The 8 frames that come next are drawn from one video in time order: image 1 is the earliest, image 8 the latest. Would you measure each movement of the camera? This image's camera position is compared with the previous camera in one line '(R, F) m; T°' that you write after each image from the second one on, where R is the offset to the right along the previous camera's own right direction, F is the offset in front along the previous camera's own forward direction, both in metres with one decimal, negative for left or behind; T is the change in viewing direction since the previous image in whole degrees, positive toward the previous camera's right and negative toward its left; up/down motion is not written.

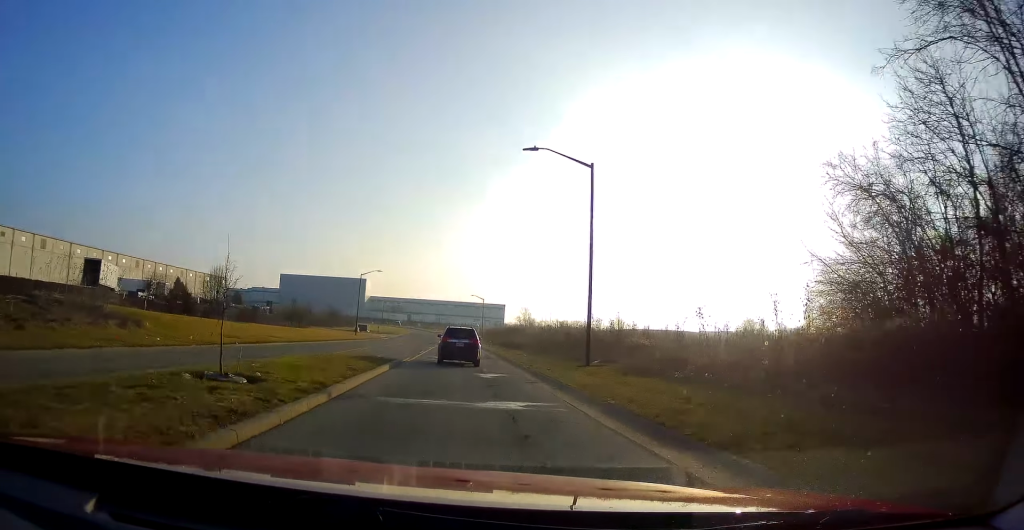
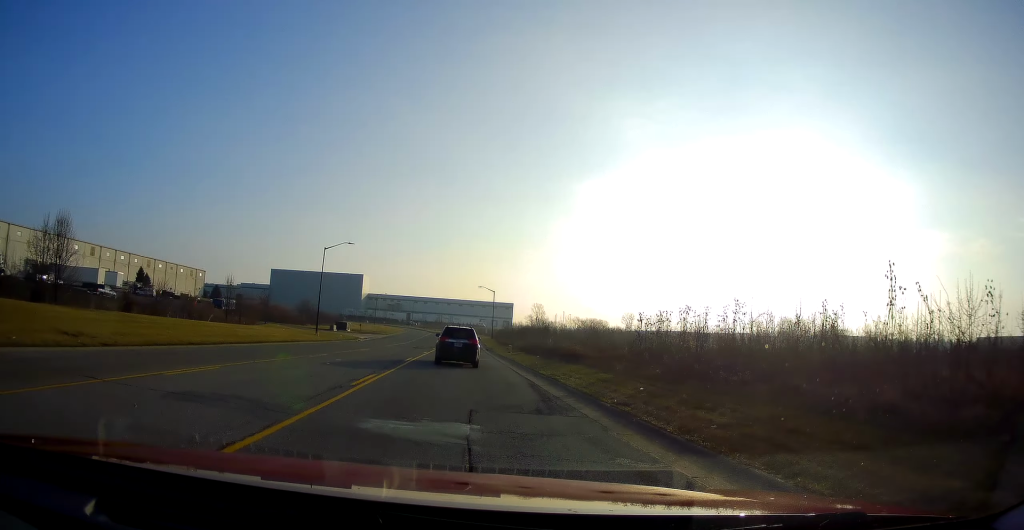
(-0.5, +24.5) m; 0°
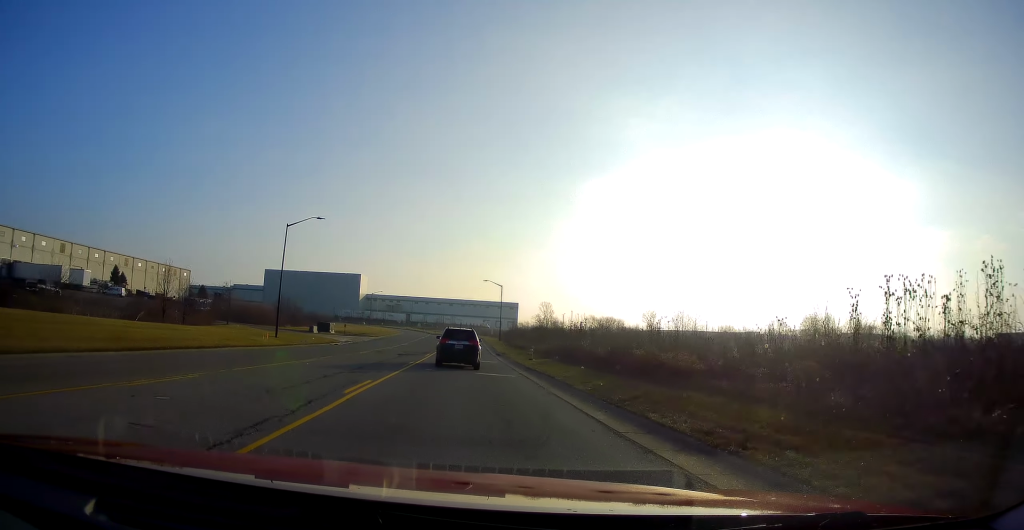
(+0.3, +13.4) m; 0°
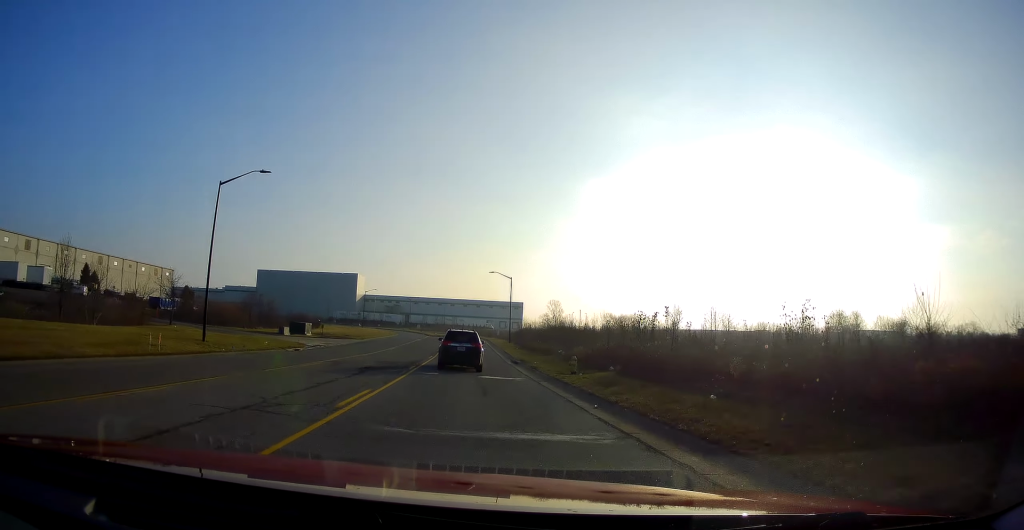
(-0.2, +13.4) m; -1°
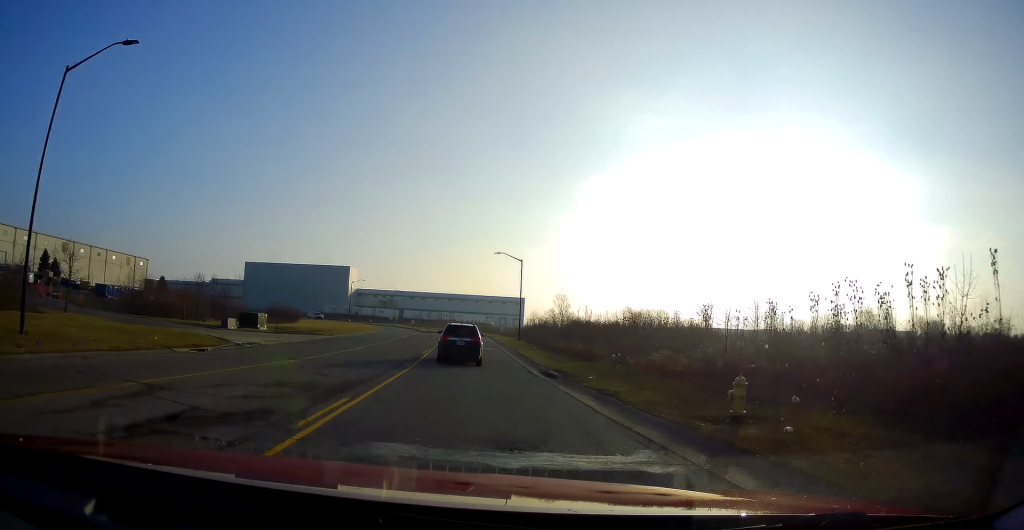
(0.0, +14.8) m; +1°
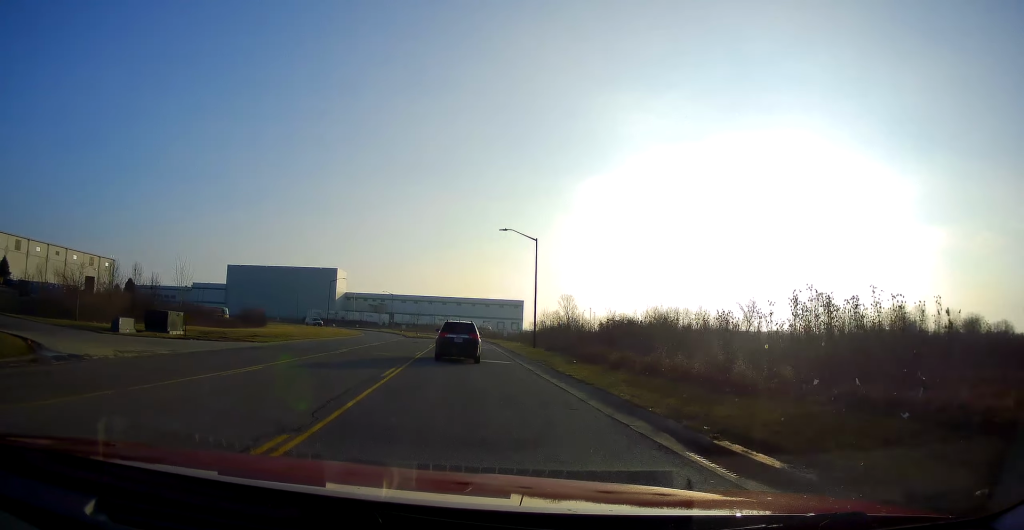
(+0.3, +15.7) m; +1°
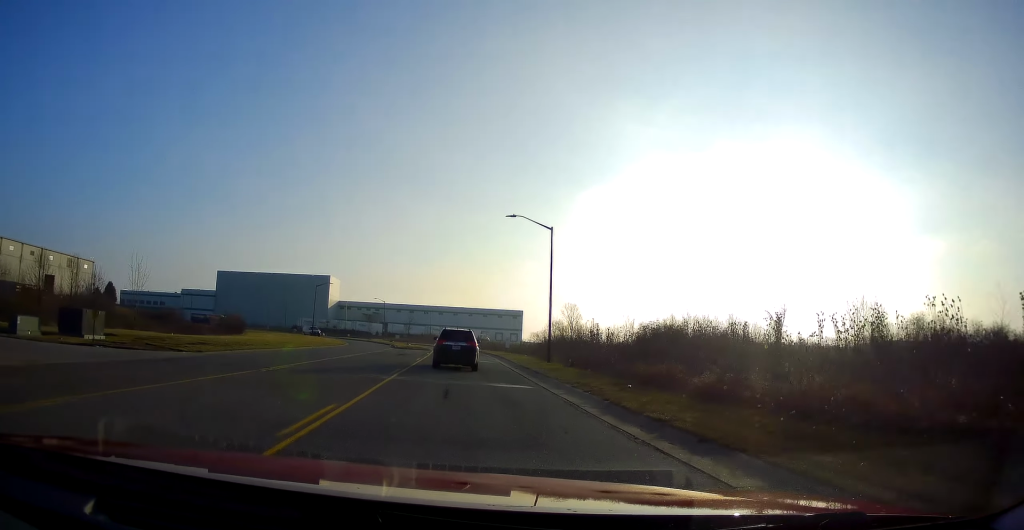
(0.0, +9.0) m; -1°
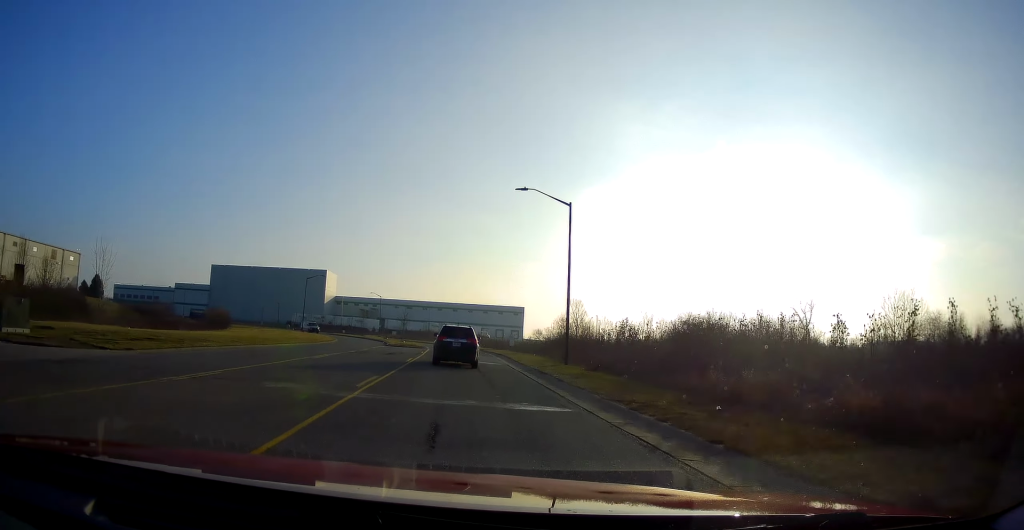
(+0.1, +6.2) m; -1°
